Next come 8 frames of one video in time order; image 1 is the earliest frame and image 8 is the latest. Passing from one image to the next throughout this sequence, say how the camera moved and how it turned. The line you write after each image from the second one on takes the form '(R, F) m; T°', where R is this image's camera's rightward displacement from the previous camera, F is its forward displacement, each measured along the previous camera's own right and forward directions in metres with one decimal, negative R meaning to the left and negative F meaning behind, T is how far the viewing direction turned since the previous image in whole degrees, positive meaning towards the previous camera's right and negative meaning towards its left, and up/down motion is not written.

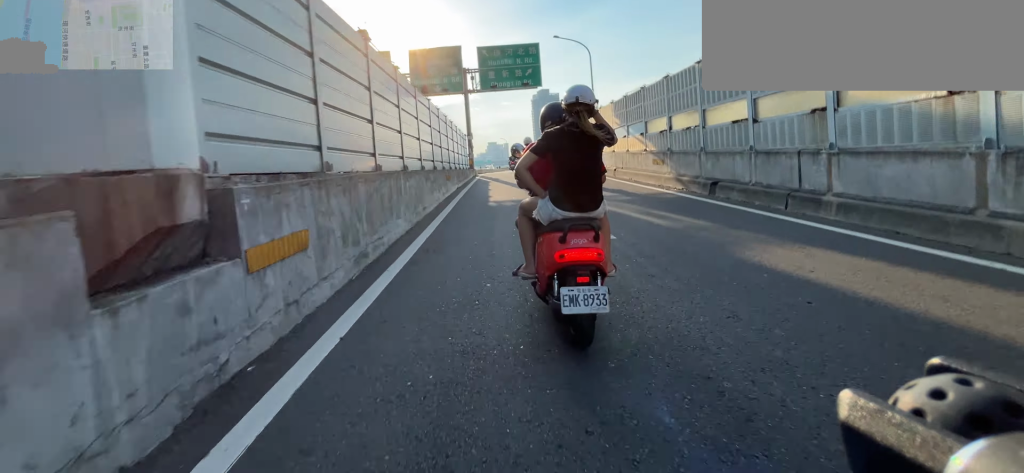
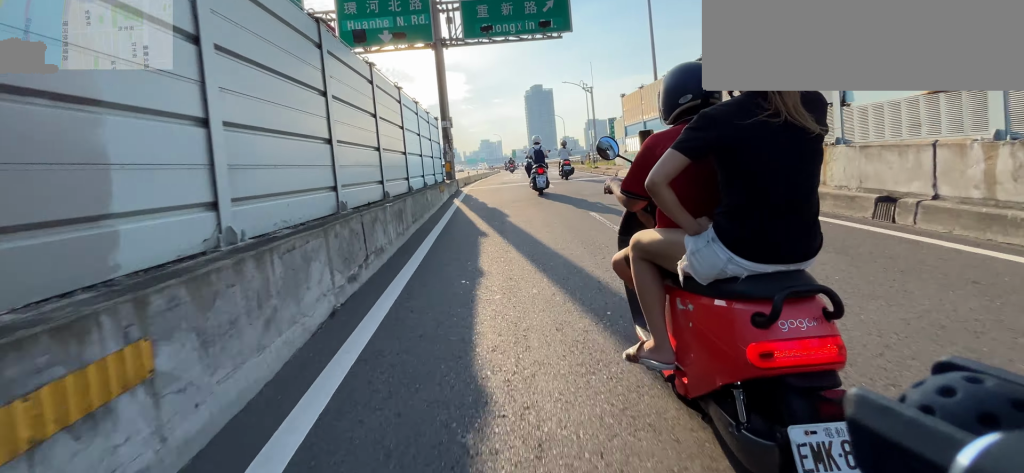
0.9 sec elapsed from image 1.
(0.0, +12.1) m; 0°
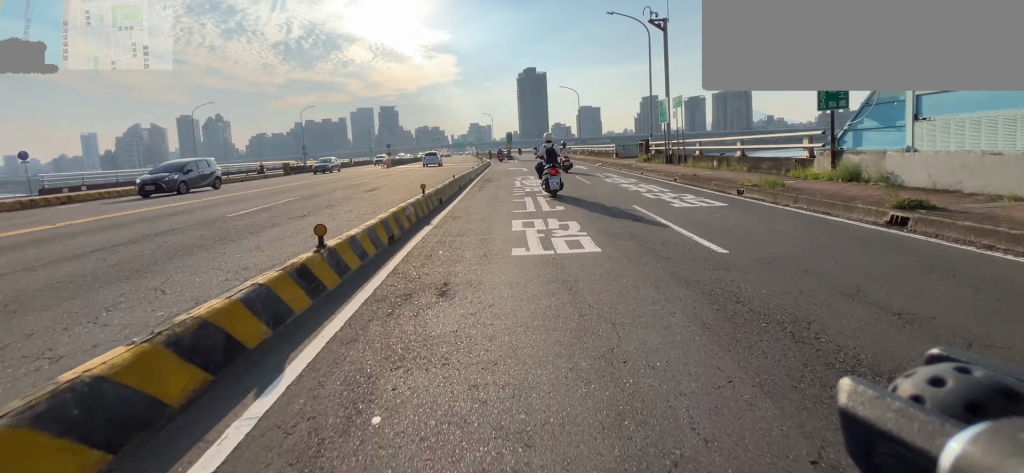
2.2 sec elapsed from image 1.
(+0.2, +19.5) m; +1°
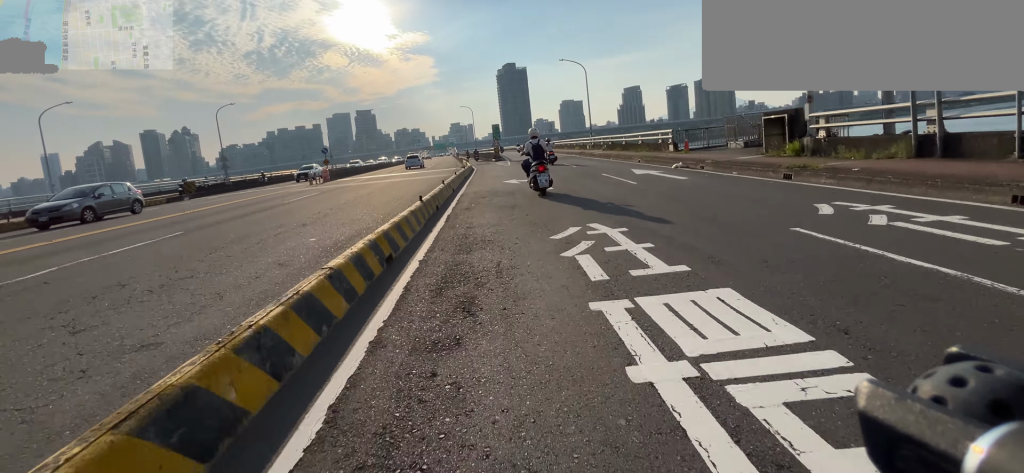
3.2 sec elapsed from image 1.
(0.0, +14.1) m; 0°
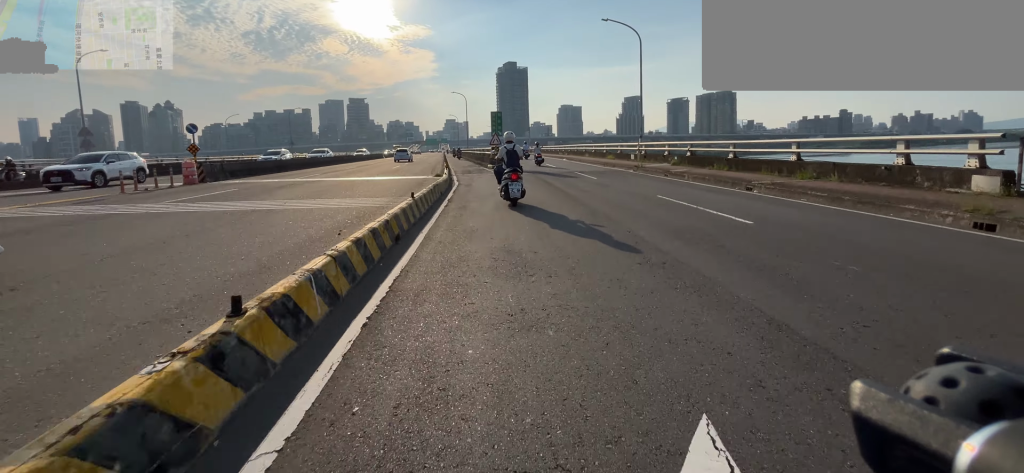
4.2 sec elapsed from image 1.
(0.0, +14.3) m; 0°
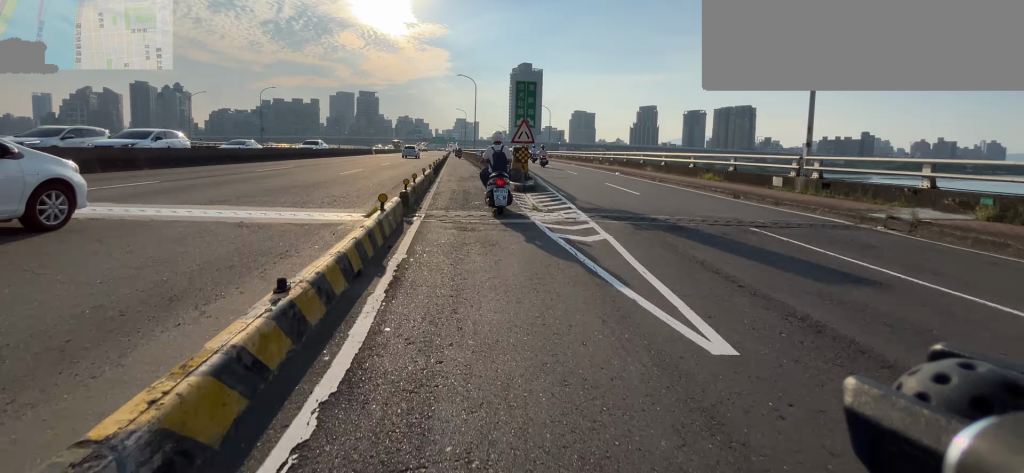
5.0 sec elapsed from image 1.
(0.0, +13.0) m; -1°
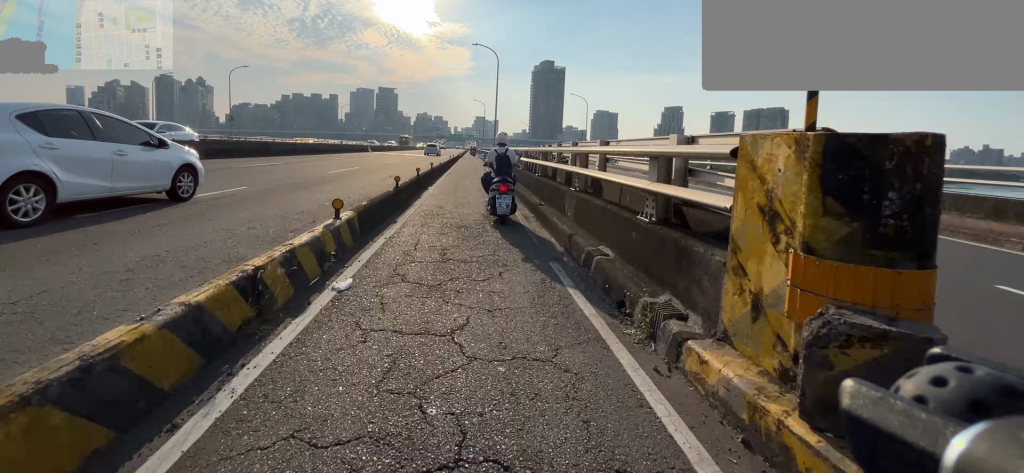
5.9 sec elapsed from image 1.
(-0.1, +12.6) m; -2°
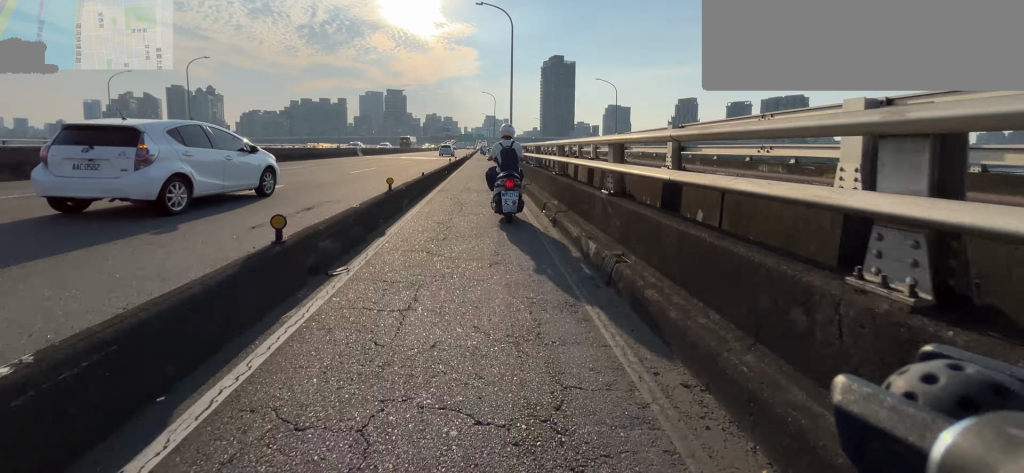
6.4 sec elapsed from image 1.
(-0.3, +8.6) m; -1°
